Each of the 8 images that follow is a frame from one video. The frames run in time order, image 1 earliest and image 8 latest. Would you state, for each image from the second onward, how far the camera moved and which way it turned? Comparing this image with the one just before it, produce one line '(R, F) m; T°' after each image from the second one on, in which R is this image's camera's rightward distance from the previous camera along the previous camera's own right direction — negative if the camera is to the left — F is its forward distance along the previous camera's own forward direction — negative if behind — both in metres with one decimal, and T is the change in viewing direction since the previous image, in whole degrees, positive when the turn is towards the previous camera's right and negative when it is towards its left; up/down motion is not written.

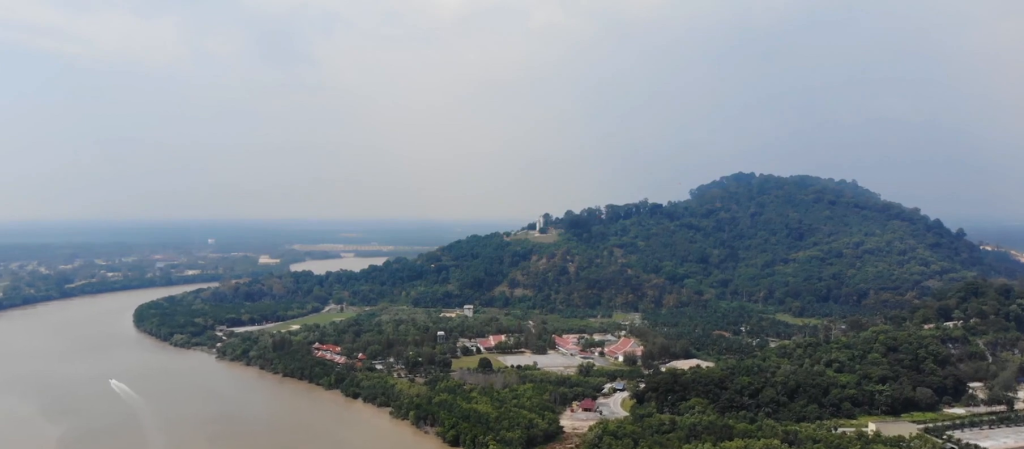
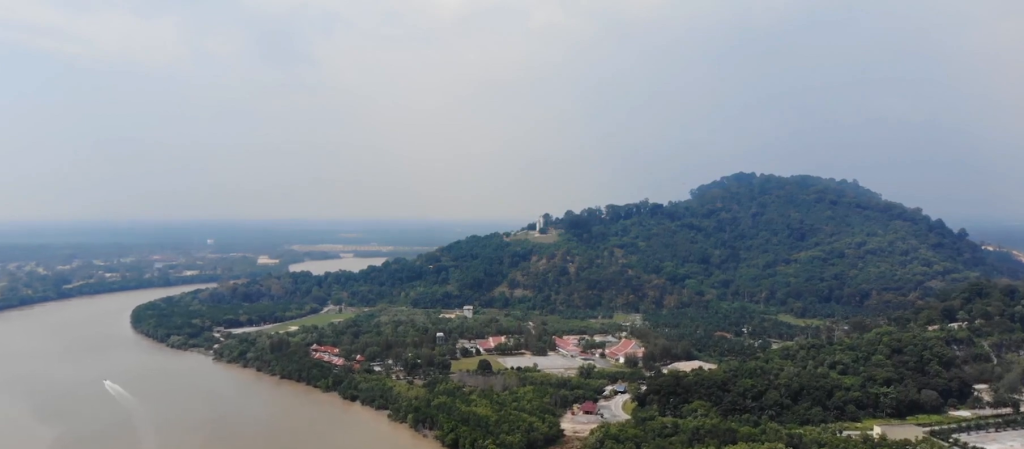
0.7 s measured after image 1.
(0.0, +8.6) m; 0°
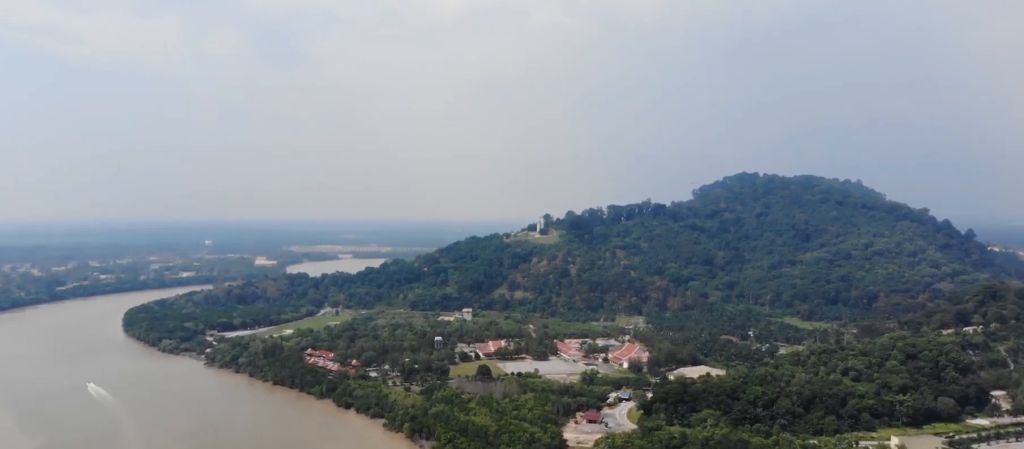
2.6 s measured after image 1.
(0.0, +25.4) m; 0°
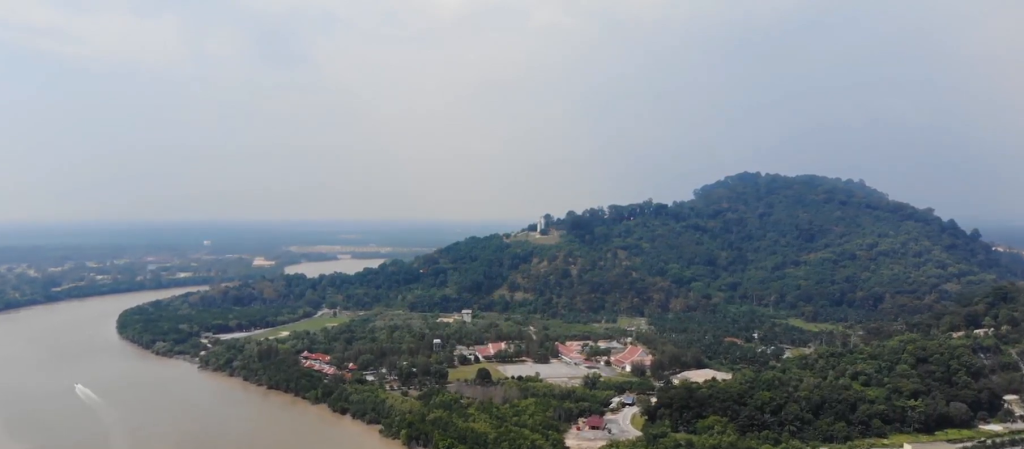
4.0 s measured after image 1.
(0.0, +17.7) m; 0°
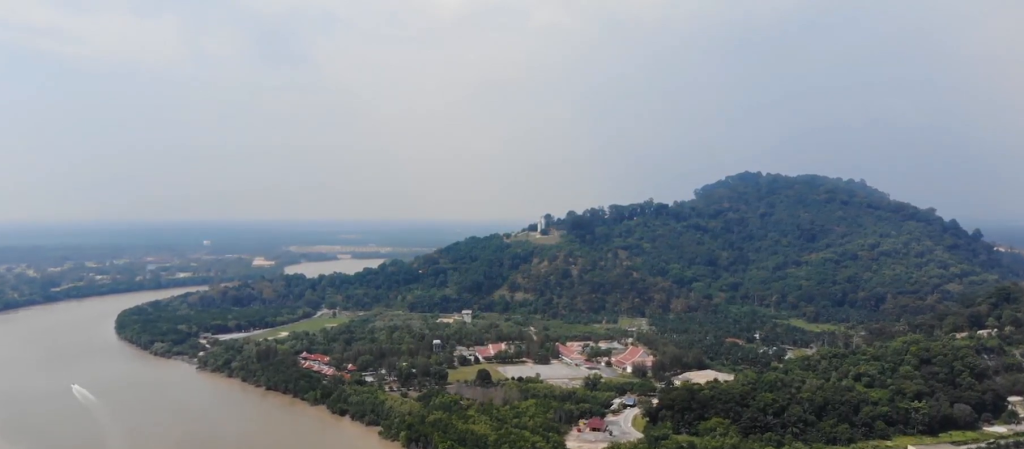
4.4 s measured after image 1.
(0.0, +5.2) m; 0°
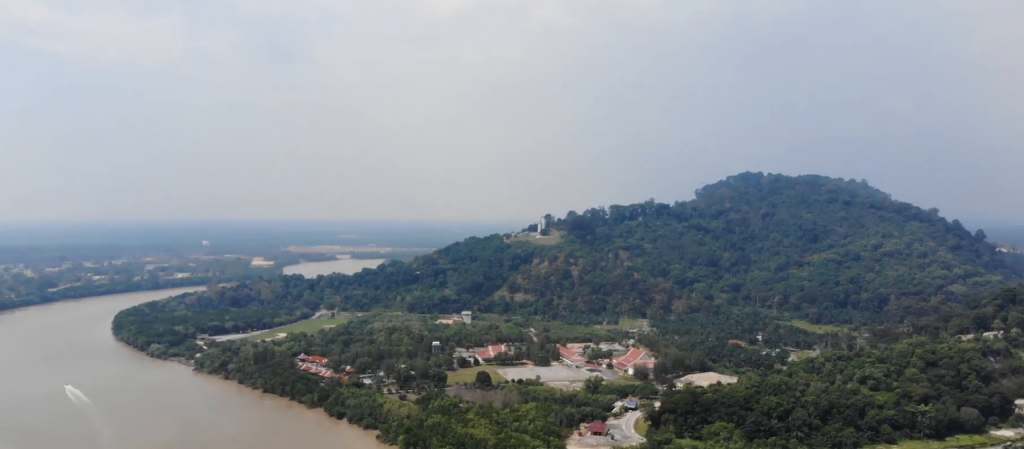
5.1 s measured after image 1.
(0.0, +9.5) m; 0°
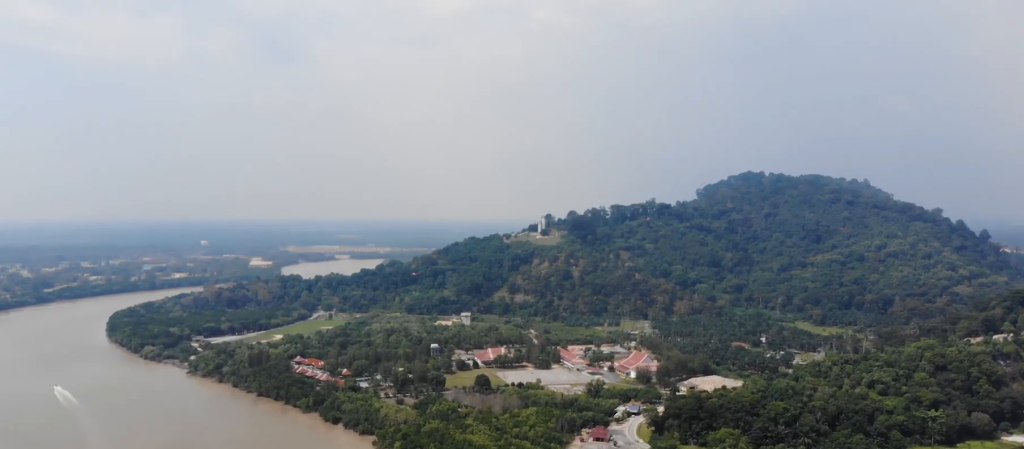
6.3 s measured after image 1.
(0.0, +15.1) m; 0°
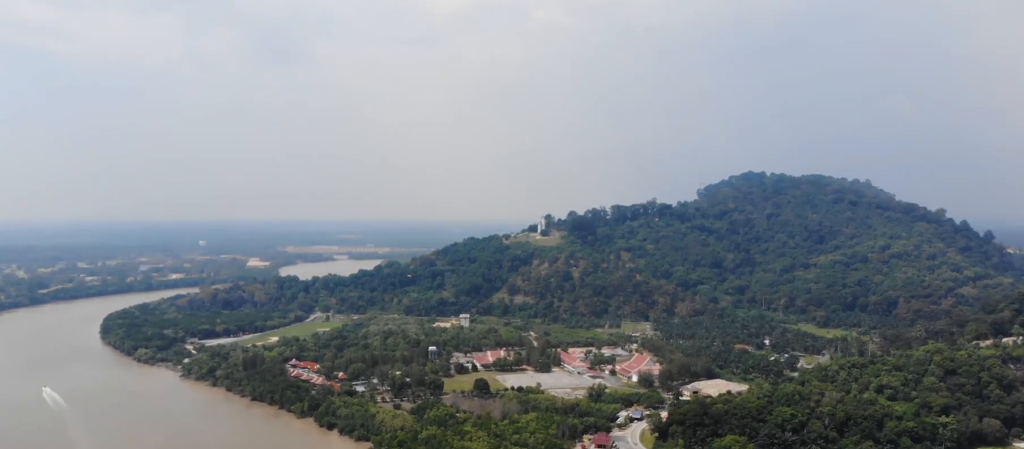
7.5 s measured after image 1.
(0.0, +15.1) m; 0°
